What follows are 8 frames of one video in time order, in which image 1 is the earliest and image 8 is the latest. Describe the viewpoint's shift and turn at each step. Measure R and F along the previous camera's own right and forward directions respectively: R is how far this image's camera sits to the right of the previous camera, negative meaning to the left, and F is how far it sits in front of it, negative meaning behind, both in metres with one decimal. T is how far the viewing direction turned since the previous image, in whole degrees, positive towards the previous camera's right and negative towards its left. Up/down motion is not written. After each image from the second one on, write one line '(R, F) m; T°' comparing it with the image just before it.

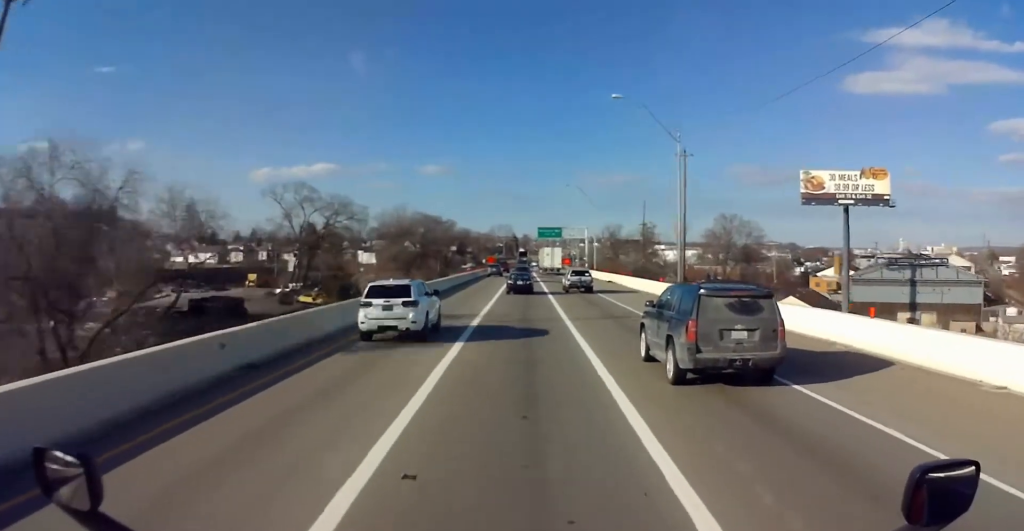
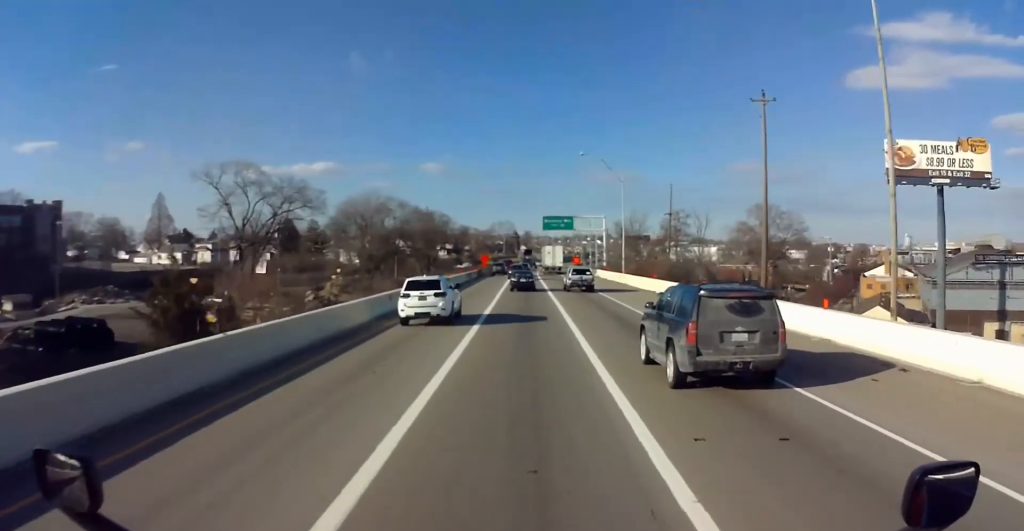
(+0.1, +26.4) m; 0°
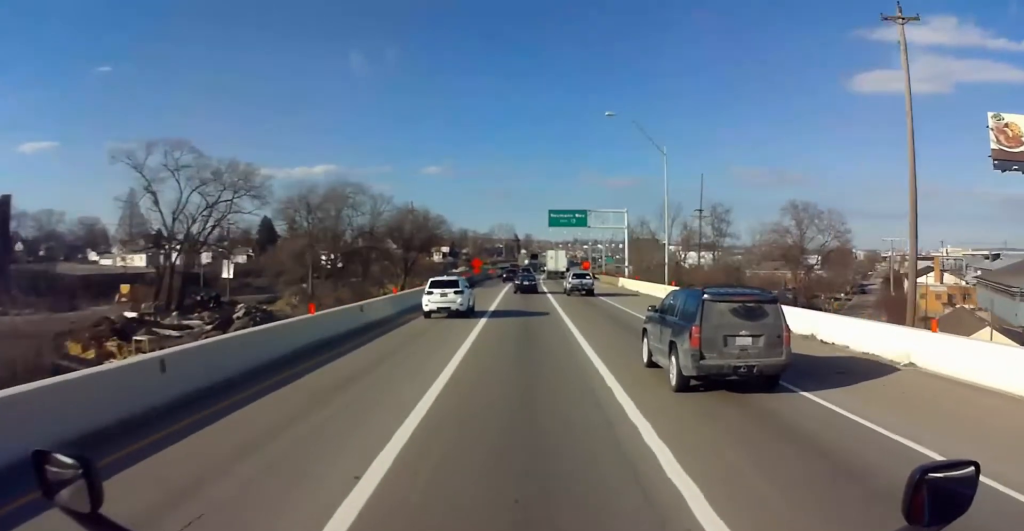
(+0.1, +21.7) m; 0°
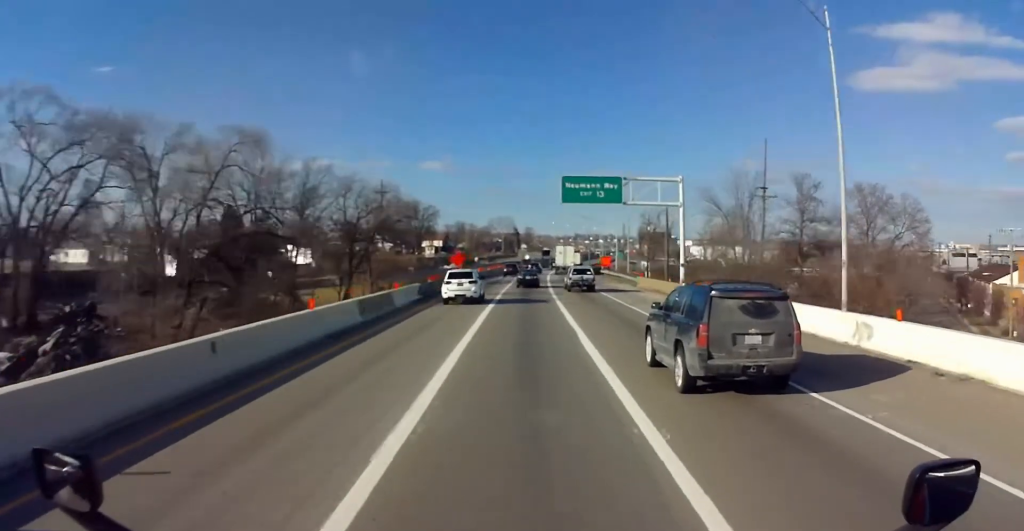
(-0.3, +28.5) m; 0°
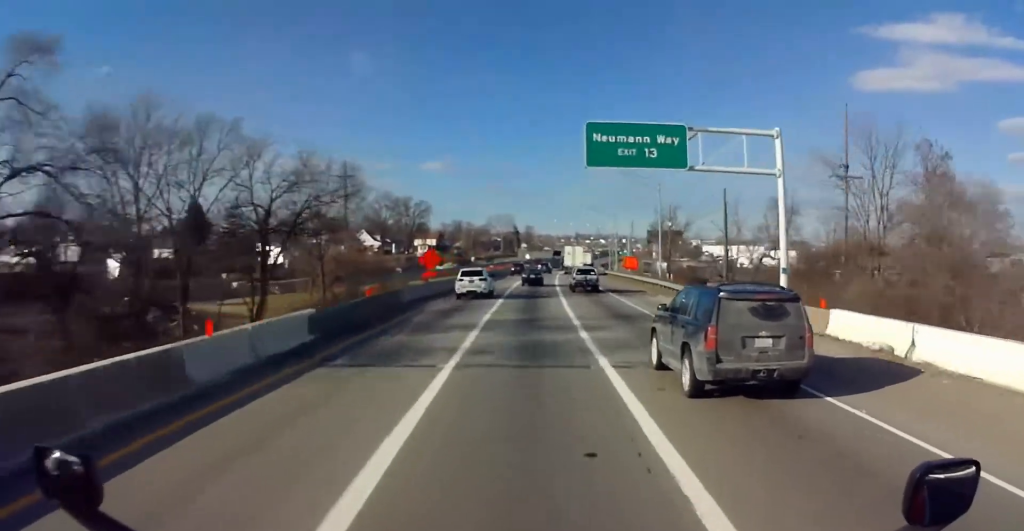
(+0.1, +21.0) m; 0°
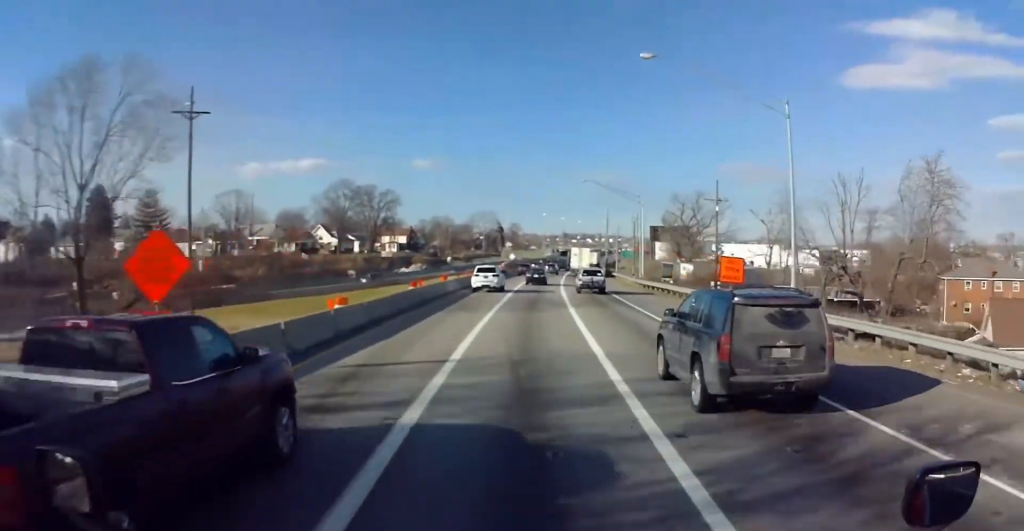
(+0.3, +37.1) m; +1°
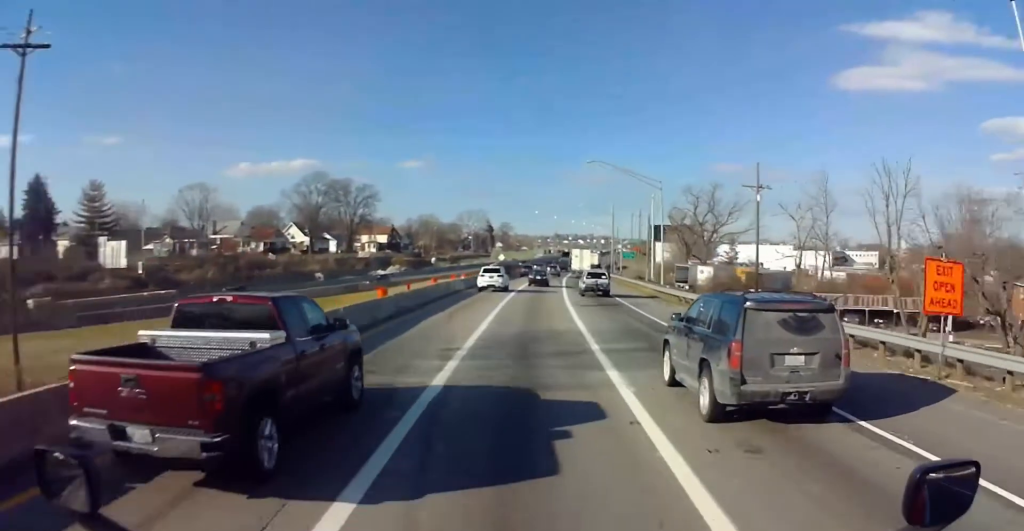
(+0.3, +17.9) m; 0°
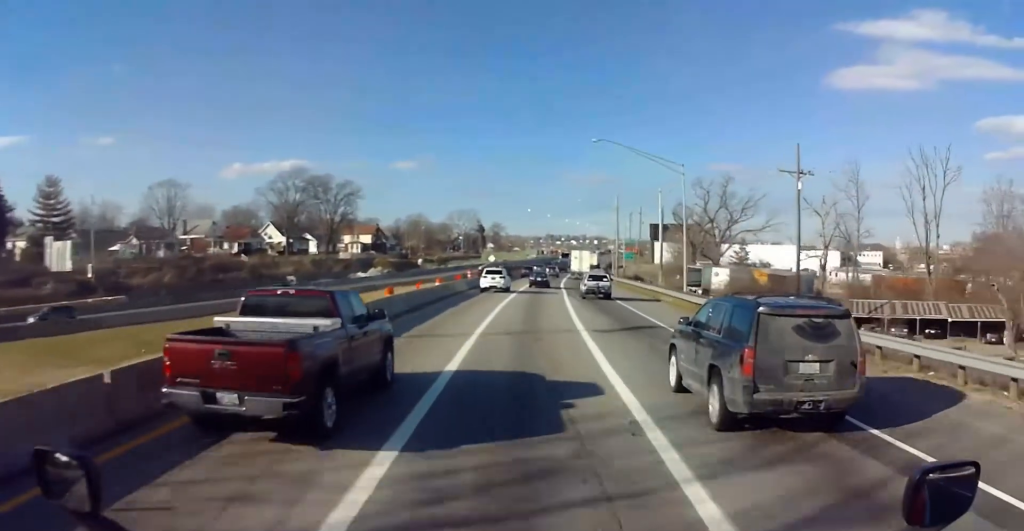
(+0.1, +12.0) m; 0°
